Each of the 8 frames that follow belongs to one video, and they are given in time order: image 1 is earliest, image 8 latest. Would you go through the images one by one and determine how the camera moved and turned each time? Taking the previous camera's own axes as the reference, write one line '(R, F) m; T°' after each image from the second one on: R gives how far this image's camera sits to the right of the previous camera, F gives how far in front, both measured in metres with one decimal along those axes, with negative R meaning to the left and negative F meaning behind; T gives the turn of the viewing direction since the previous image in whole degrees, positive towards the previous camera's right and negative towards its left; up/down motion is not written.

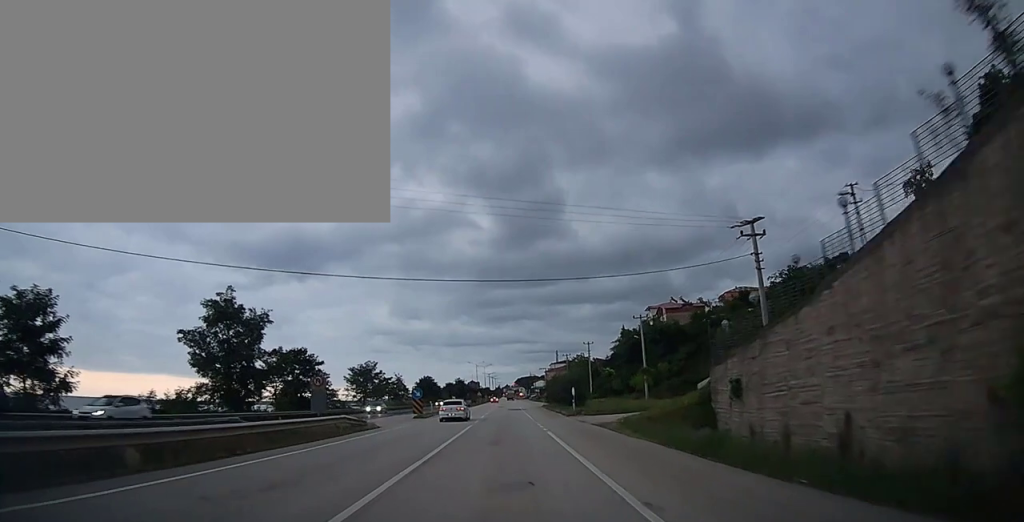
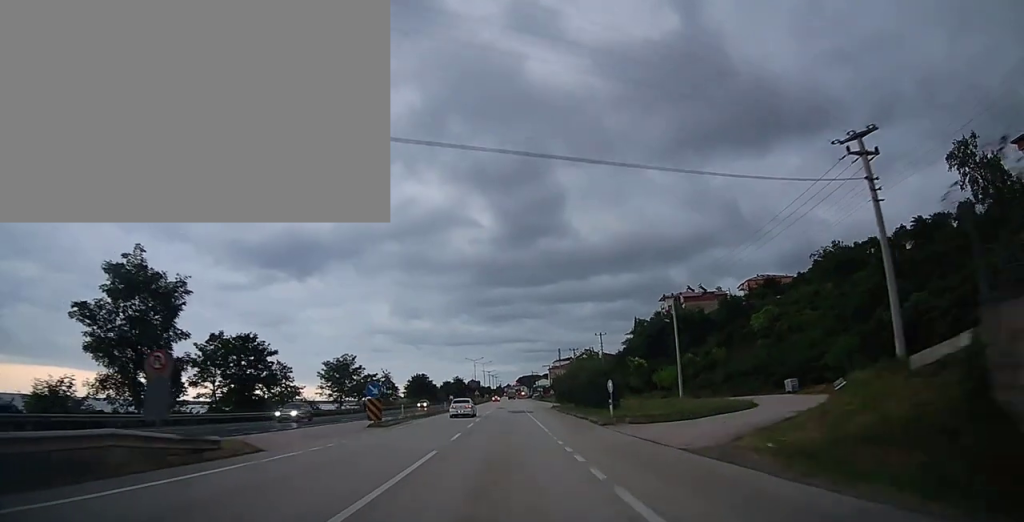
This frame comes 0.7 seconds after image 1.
(0.0, +14.7) m; 0°
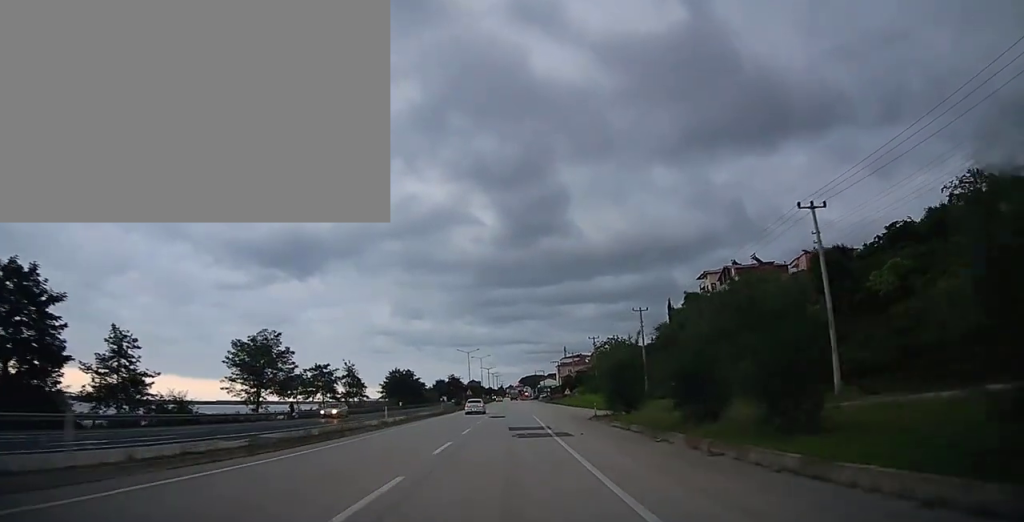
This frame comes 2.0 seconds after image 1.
(-0.2, +29.7) m; 0°
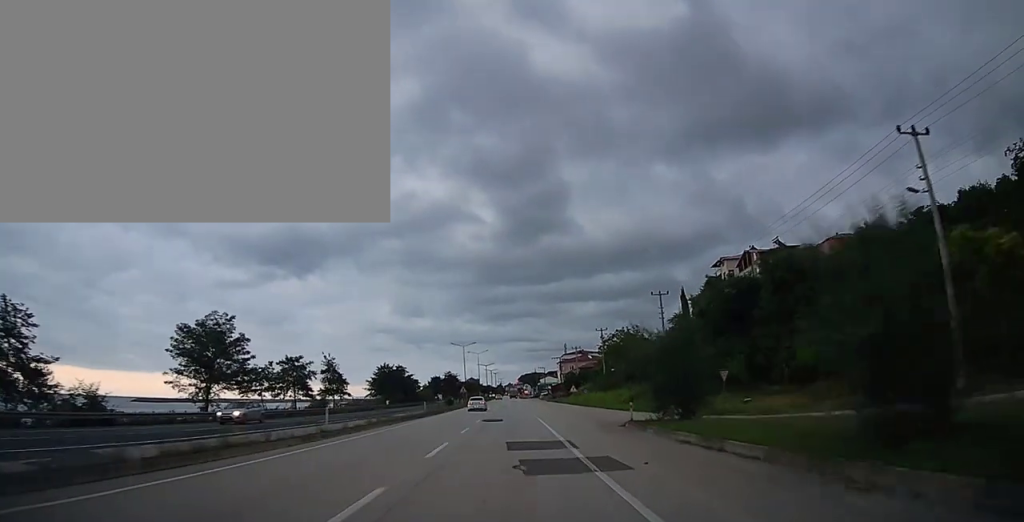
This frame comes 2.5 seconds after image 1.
(0.0, +10.1) m; 0°
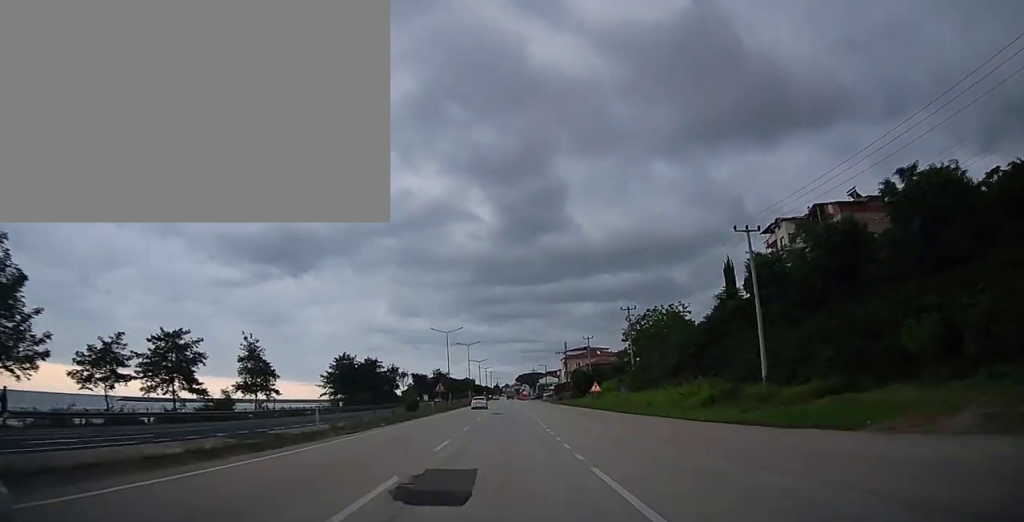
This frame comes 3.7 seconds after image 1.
(+0.2, +25.1) m; 0°
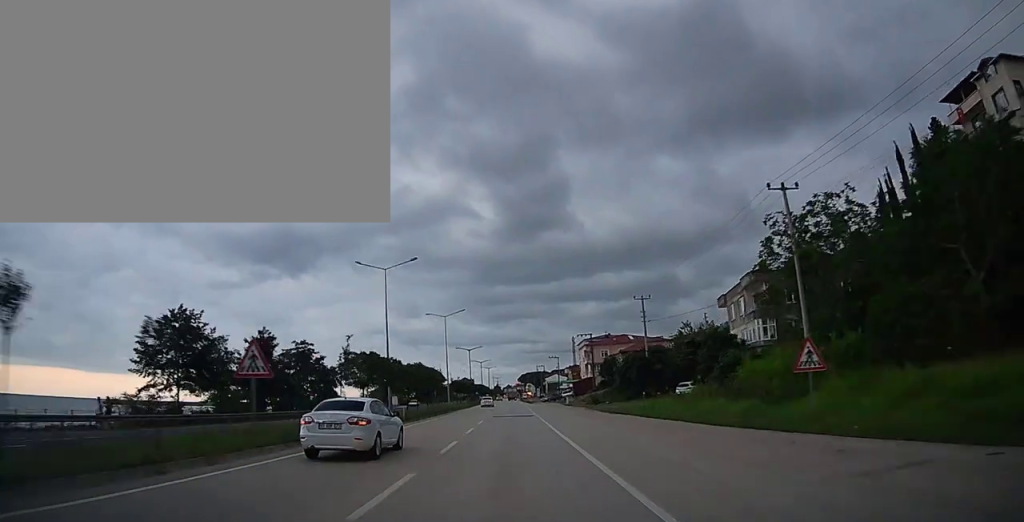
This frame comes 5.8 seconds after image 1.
(-0.3, +44.3) m; 0°
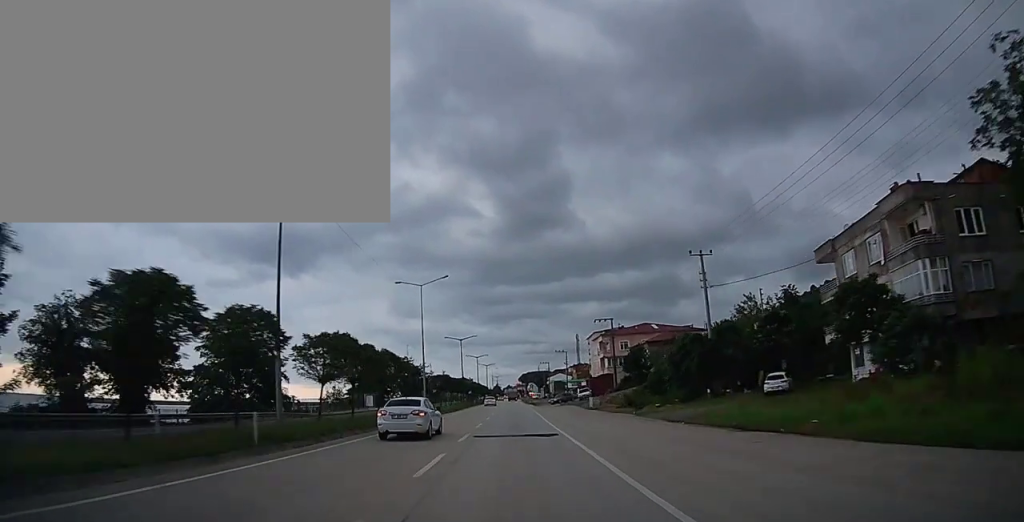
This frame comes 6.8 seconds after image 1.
(0.0, +20.7) m; 0°
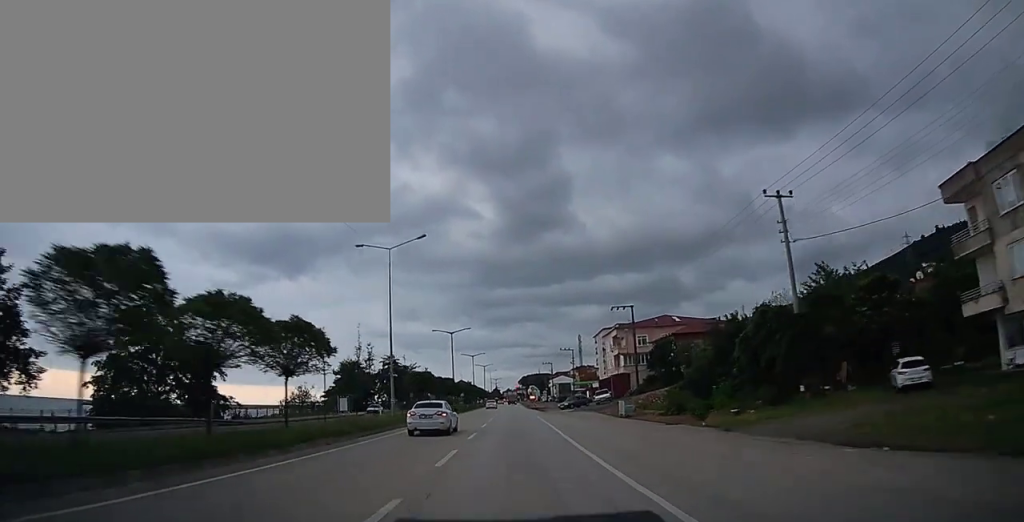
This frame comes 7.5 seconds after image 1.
(+0.1, +14.4) m; 0°
